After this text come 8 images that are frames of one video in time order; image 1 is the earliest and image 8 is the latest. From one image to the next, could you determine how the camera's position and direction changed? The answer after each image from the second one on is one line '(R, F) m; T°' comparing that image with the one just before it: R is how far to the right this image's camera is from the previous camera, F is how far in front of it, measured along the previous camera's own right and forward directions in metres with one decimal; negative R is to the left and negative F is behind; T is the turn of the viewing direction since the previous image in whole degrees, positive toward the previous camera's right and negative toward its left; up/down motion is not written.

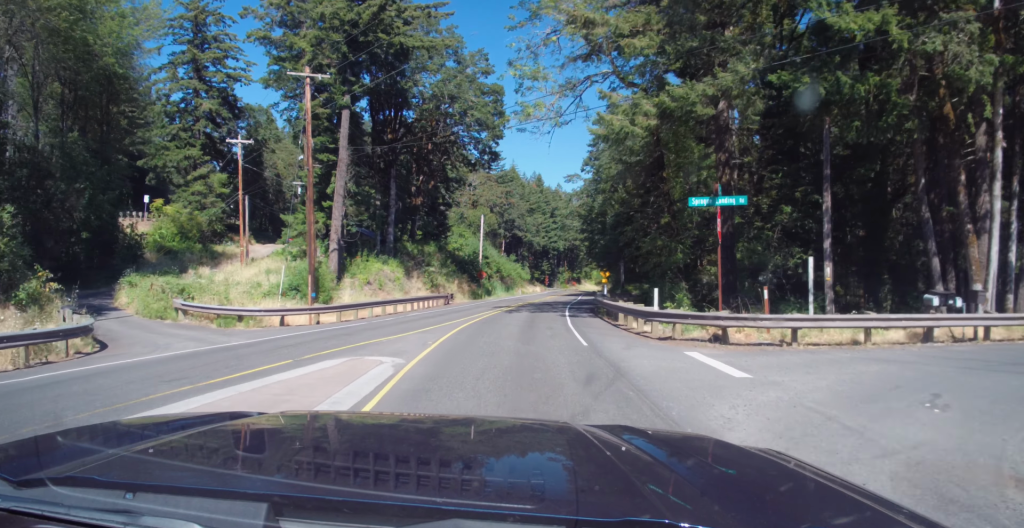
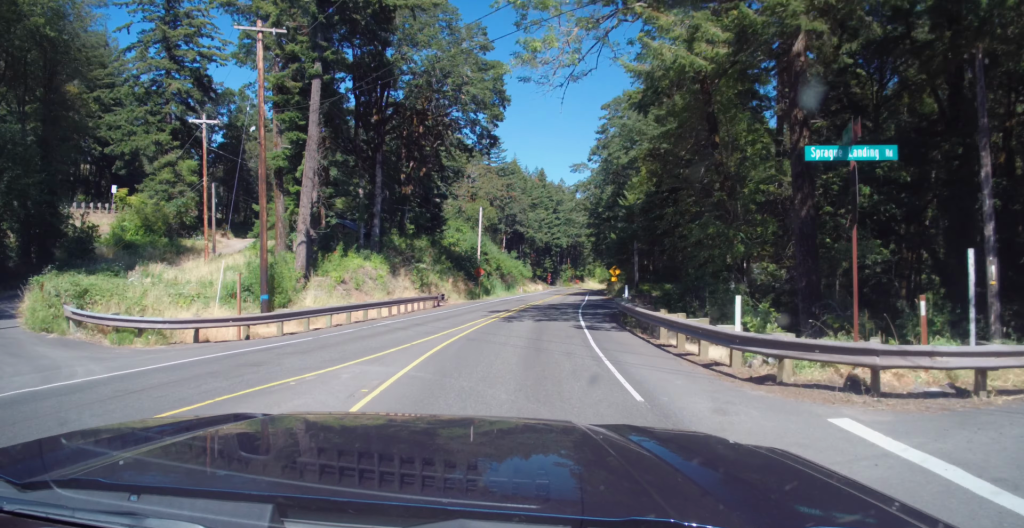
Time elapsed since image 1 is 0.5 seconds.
(0.0, +6.8) m; 0°
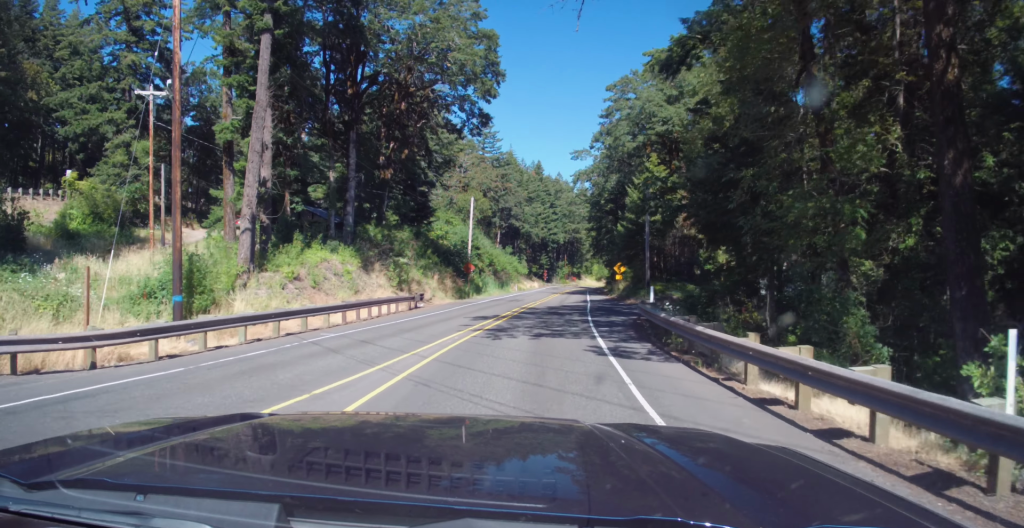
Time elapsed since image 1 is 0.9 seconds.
(0.0, +7.0) m; 0°
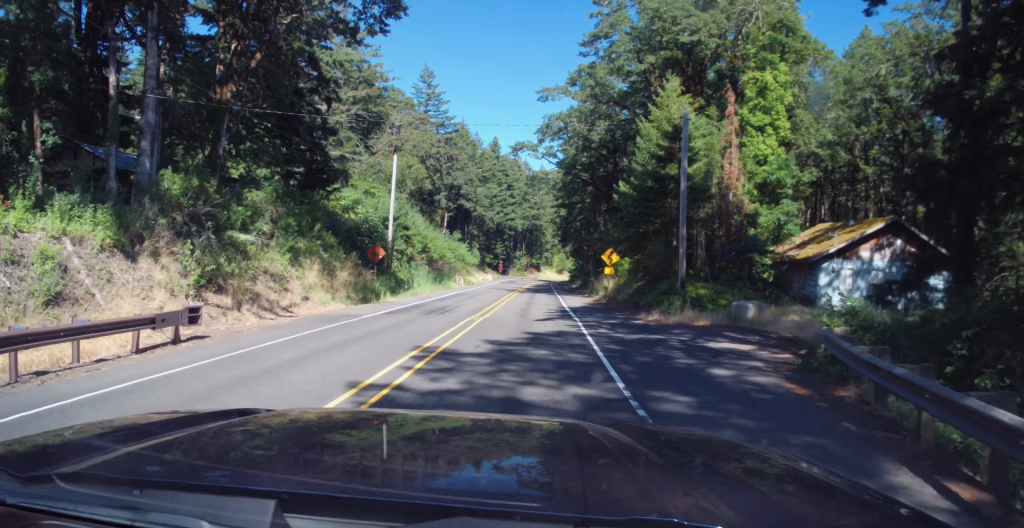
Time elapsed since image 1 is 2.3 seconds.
(+0.2, +21.8) m; +1°
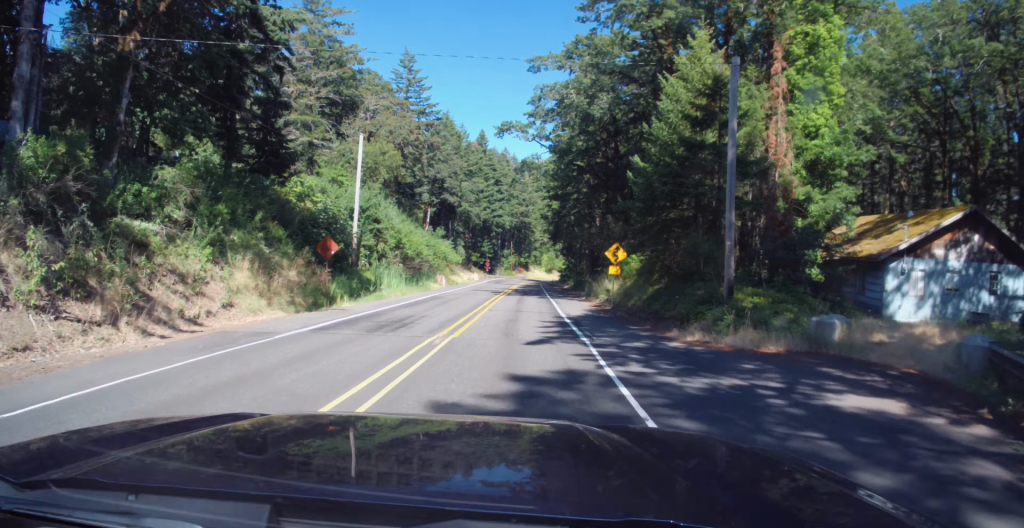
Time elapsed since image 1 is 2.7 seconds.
(0.0, +7.6) m; 0°
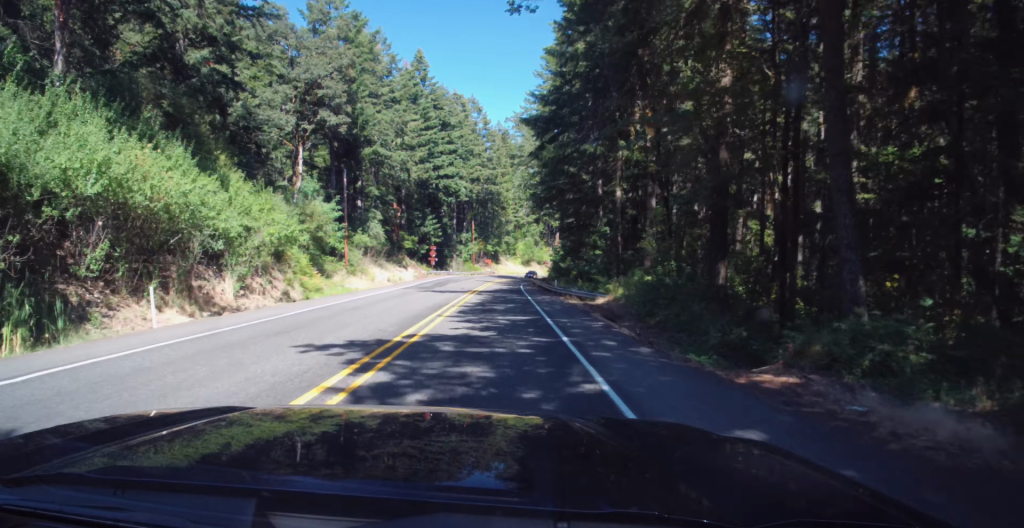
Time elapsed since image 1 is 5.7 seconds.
(+2.4, +55.7) m; +3°
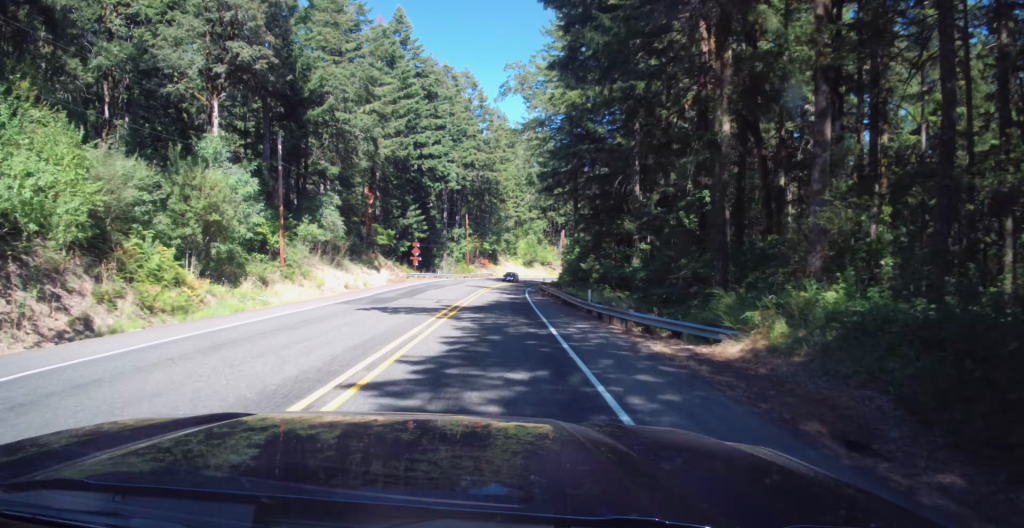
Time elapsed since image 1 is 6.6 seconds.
(-0.3, +17.7) m; 0°
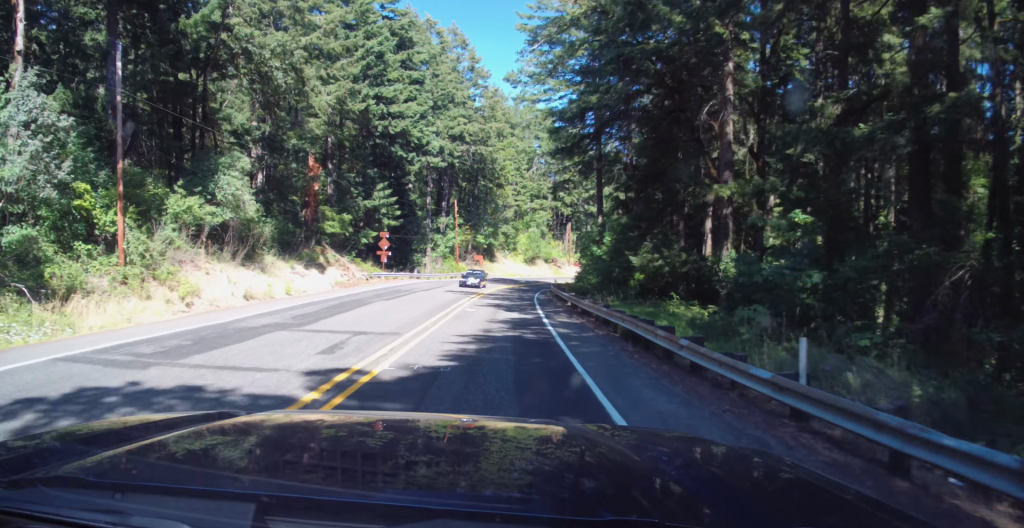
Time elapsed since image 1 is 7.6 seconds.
(+0.4, +20.1) m; +1°
